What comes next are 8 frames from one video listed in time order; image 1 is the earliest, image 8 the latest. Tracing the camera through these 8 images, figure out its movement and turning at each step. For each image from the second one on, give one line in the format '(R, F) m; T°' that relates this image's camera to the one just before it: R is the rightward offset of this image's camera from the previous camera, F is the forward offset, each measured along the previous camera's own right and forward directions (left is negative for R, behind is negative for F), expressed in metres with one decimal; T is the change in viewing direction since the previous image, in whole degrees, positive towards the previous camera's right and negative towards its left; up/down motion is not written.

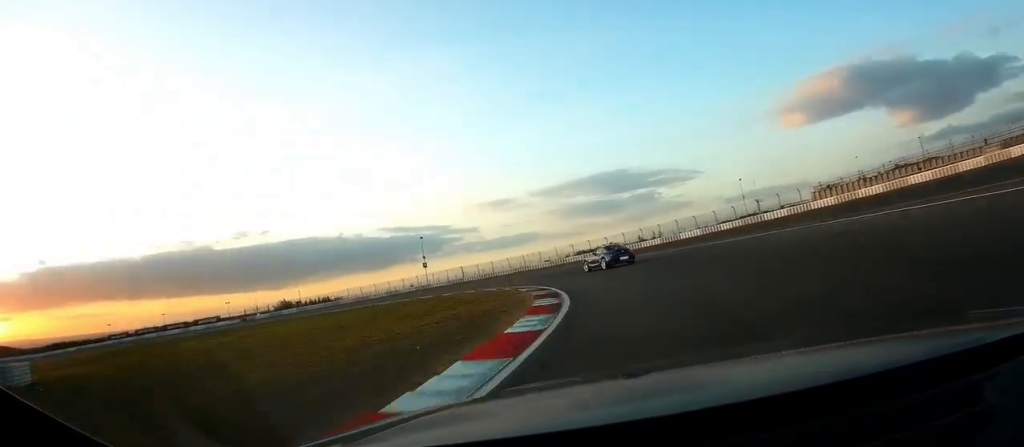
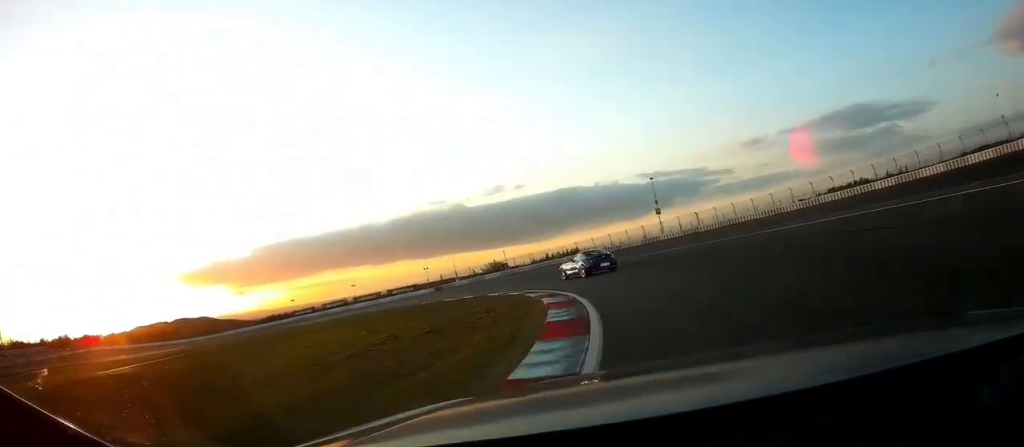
(-10.2, +49.7) m; -17°
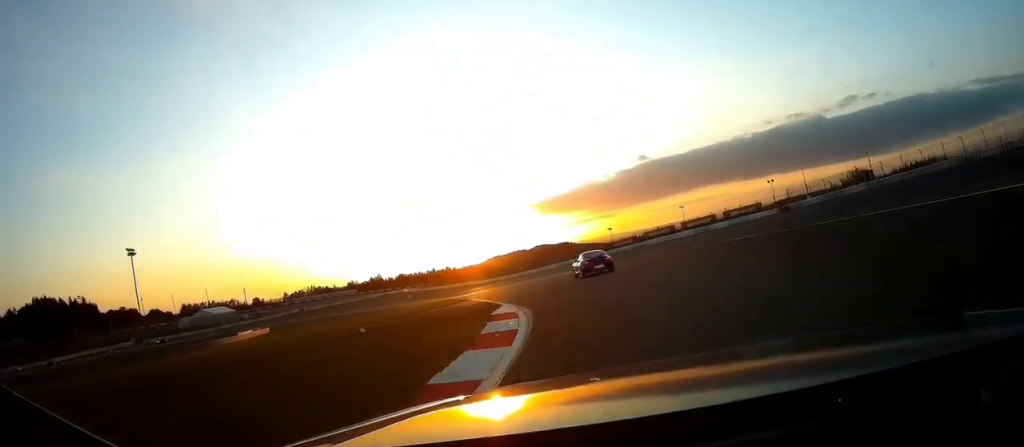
(-1.9, +56.5) m; -18°
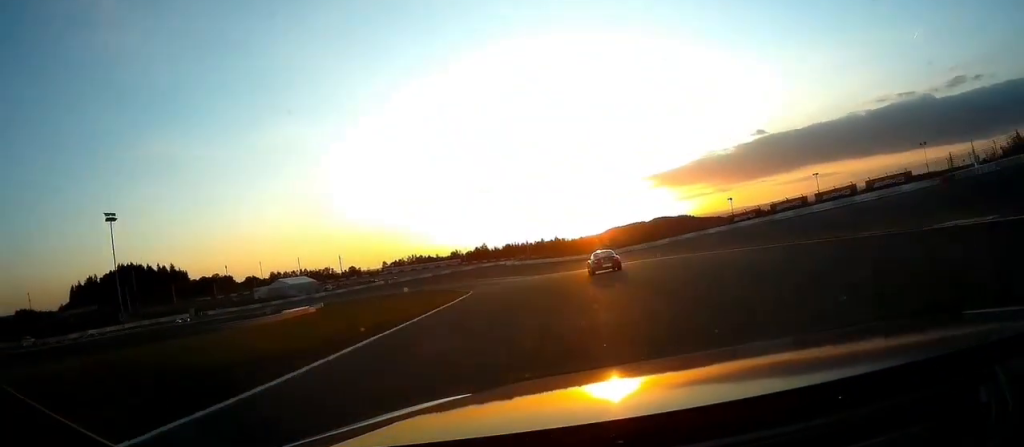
(-8.5, +25.2) m; -42°
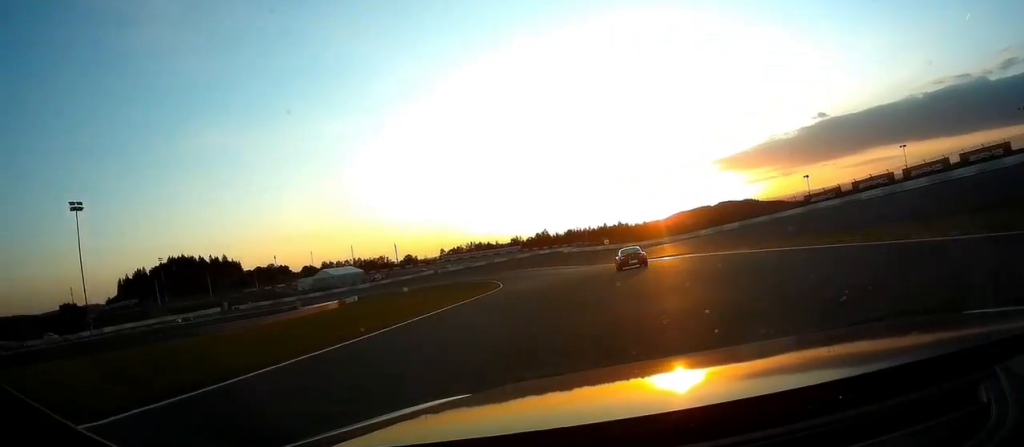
(-5.8, +12.9) m; -17°
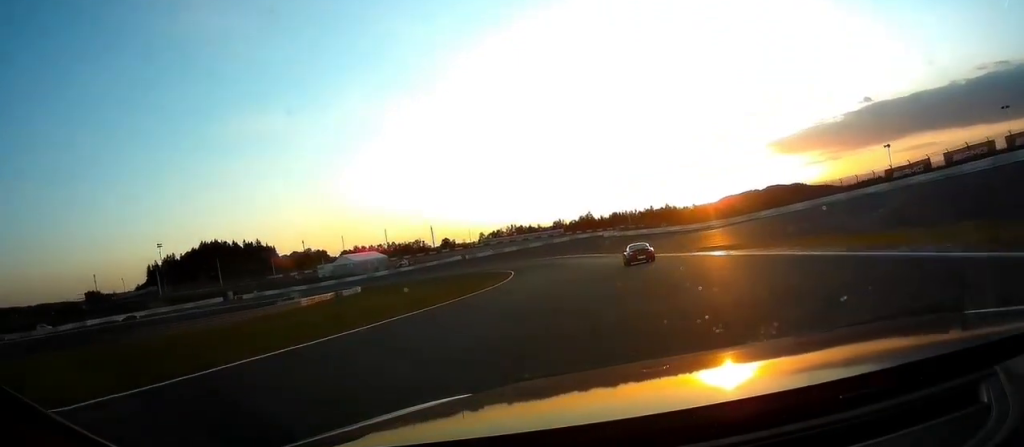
(-3.5, +17.2) m; -18°
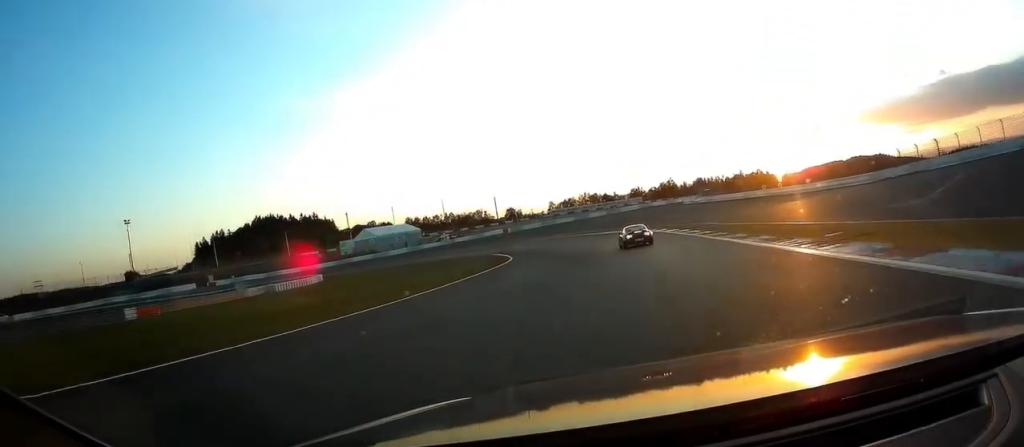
(-4.7, +32.3) m; -10°
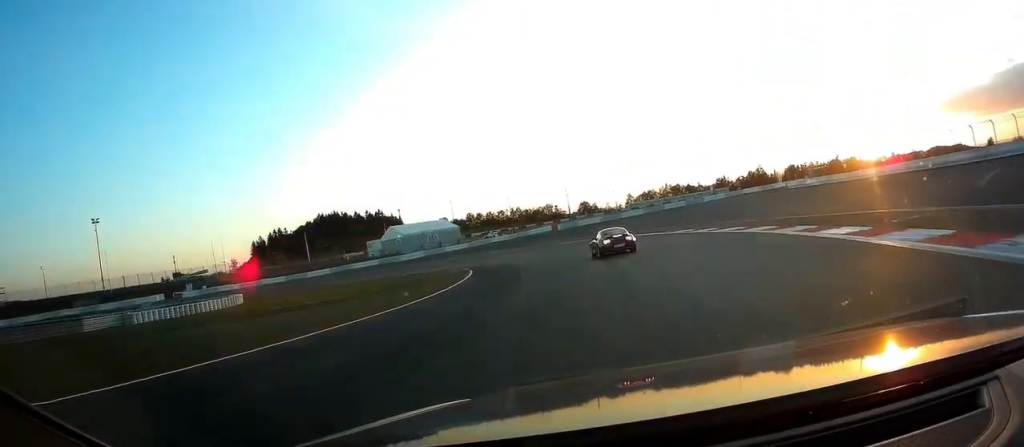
(-1.2, +25.6) m; -9°
